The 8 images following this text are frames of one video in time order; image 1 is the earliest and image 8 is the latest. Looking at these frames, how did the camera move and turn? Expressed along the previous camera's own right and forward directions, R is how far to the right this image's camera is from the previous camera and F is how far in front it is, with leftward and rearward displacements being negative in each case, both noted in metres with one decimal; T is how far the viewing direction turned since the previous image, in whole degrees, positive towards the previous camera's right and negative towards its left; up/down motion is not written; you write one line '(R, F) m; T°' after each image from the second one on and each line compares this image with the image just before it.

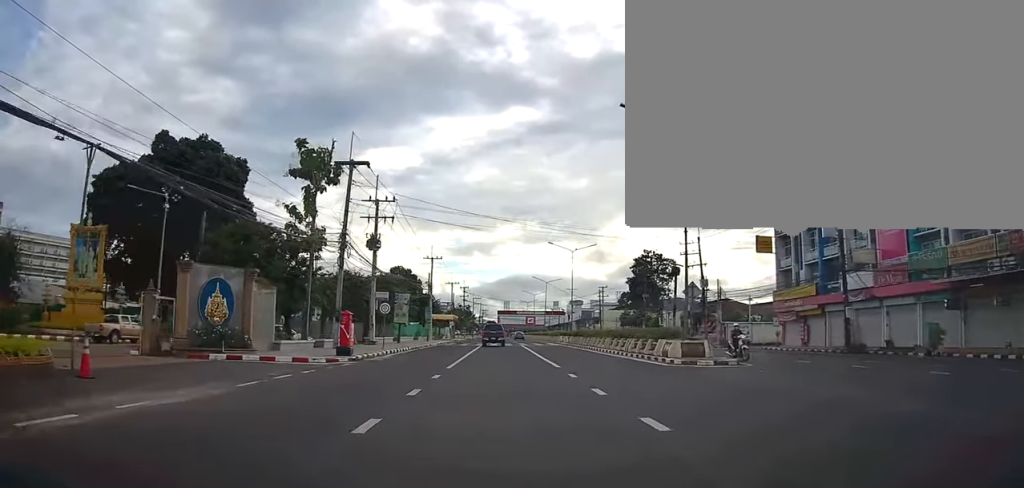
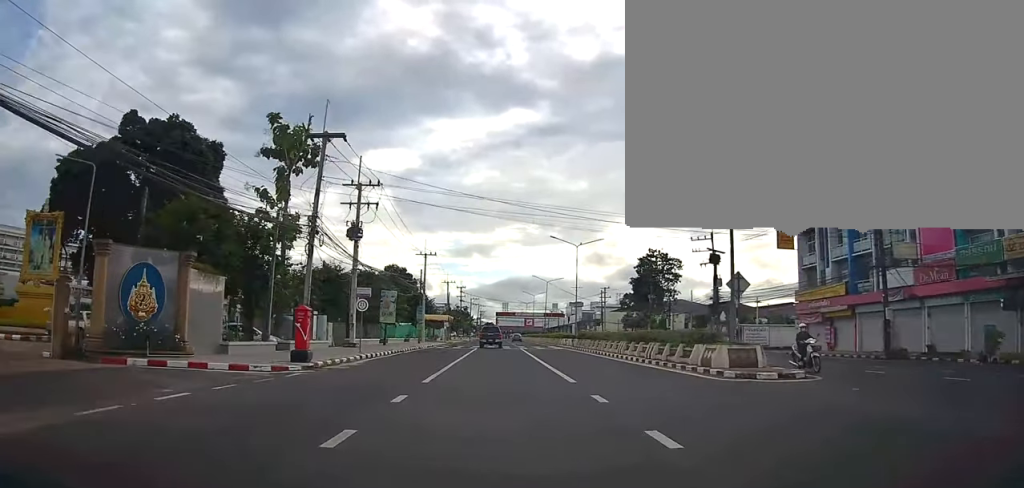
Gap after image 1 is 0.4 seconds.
(-0.1, +4.8) m; 0°
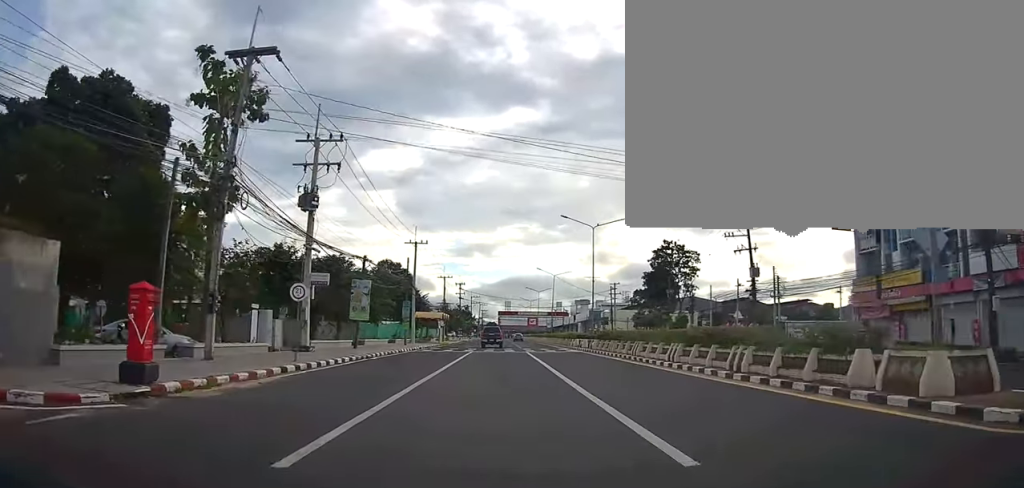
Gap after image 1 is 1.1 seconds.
(0.0, +8.9) m; 0°
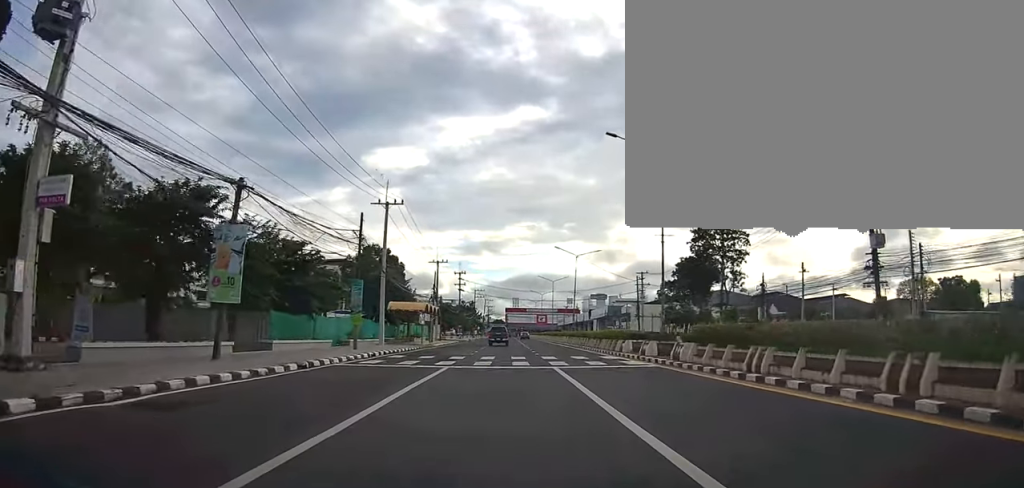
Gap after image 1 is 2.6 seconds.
(+0.1, +18.0) m; -2°
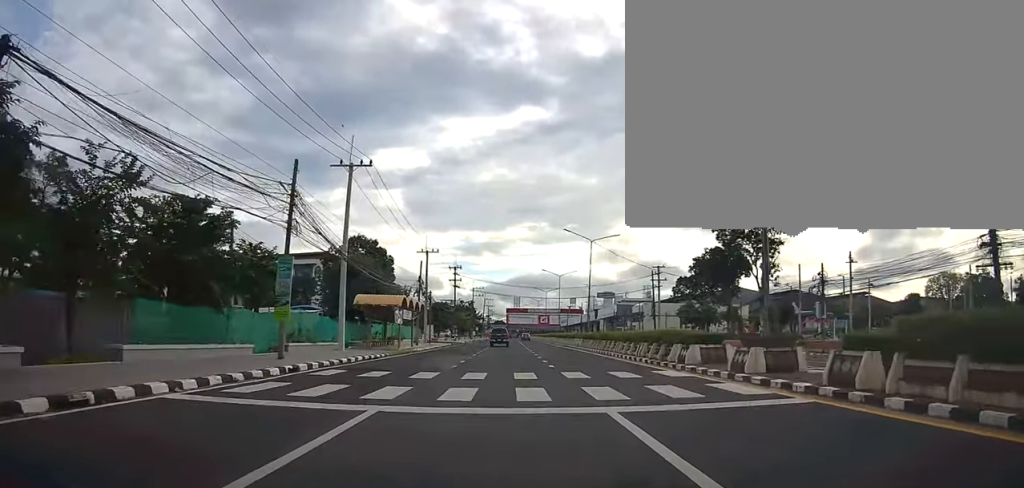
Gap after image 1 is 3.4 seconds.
(-0.3, +10.3) m; -1°
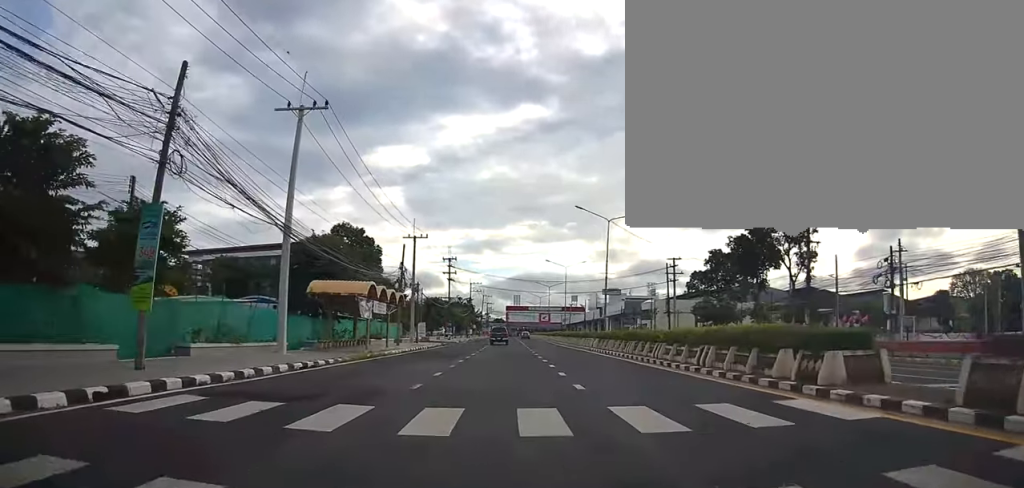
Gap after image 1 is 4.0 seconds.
(-0.1, +8.5) m; +1°
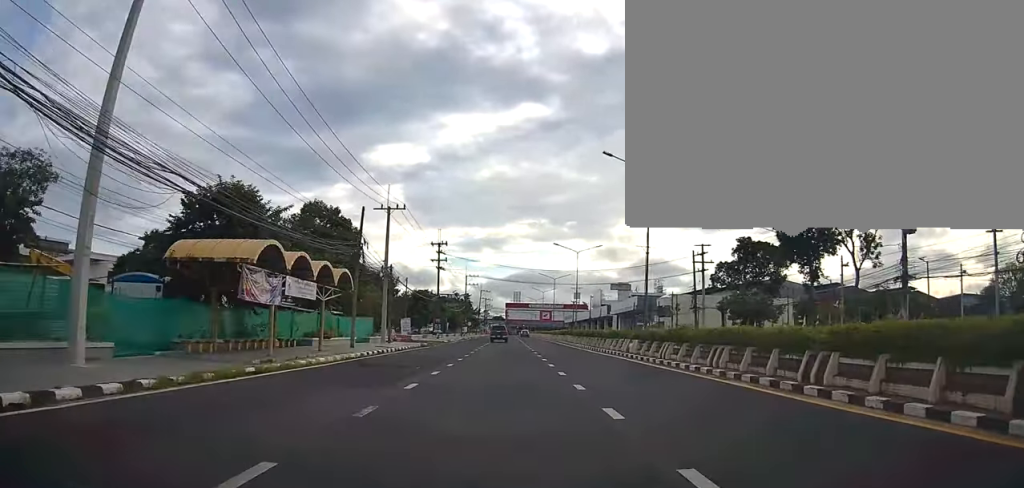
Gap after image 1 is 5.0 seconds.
(+0.4, +12.3) m; +2°
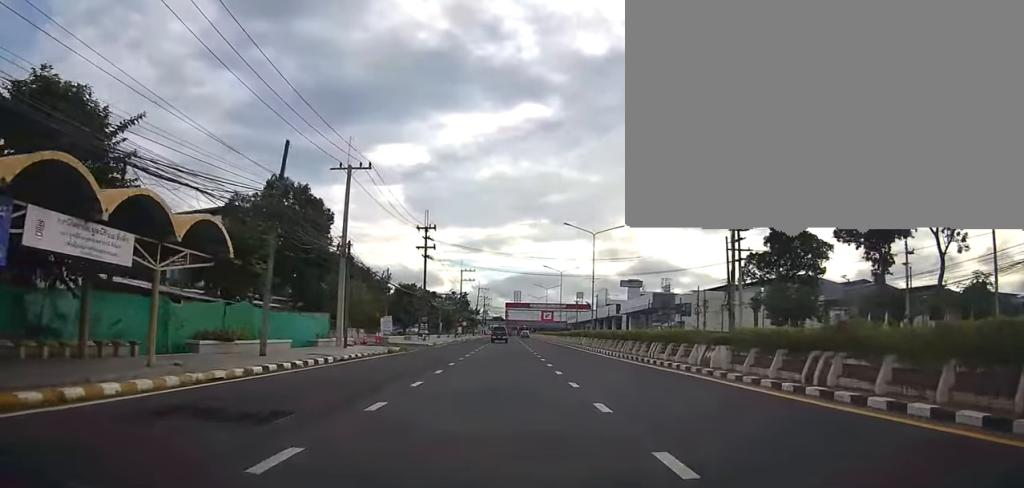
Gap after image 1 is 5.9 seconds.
(+0.1, +11.5) m; -1°
